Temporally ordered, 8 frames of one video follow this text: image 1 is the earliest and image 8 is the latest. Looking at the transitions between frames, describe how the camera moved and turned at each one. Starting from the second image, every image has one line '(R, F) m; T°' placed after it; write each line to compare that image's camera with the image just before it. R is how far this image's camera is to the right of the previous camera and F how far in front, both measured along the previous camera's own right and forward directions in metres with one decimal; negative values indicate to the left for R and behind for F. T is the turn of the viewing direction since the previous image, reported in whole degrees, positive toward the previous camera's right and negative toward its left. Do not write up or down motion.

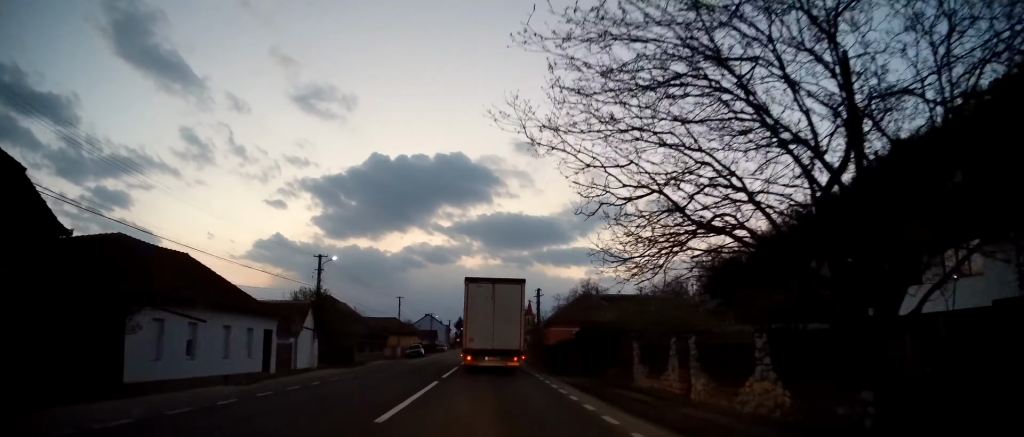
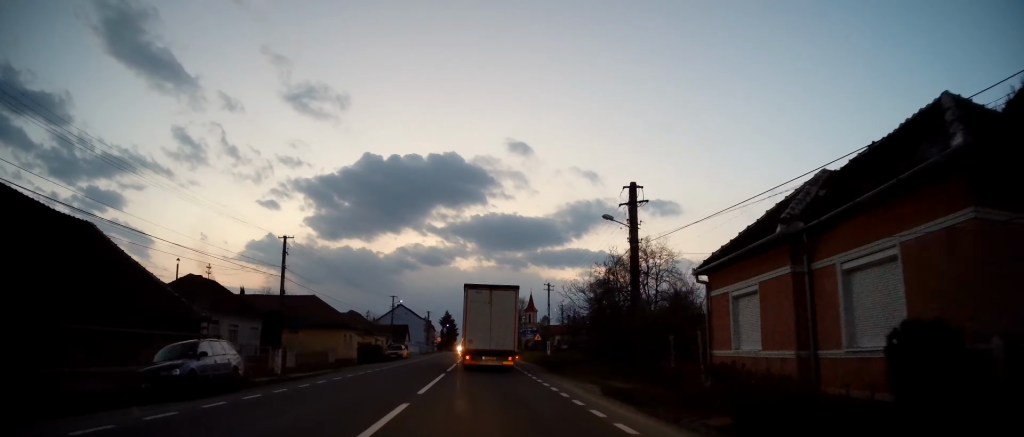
(0.0, +43.8) m; -1°
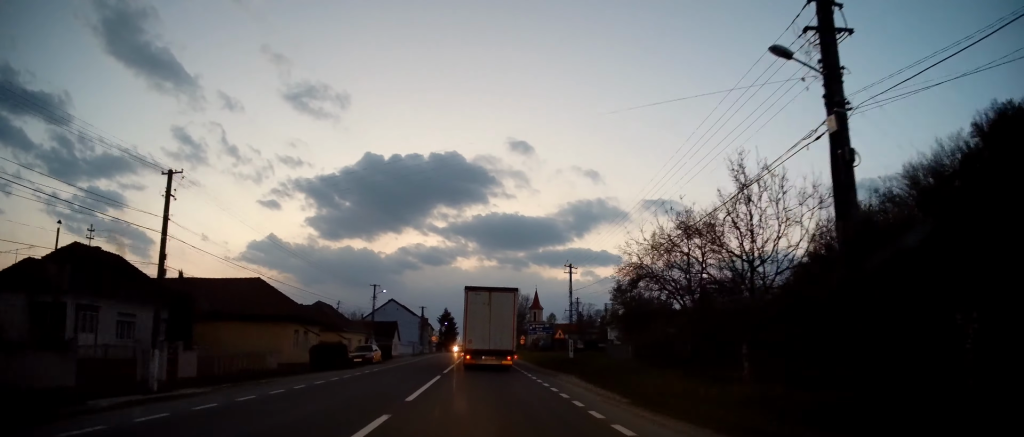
(-0.1, +13.8) m; 0°
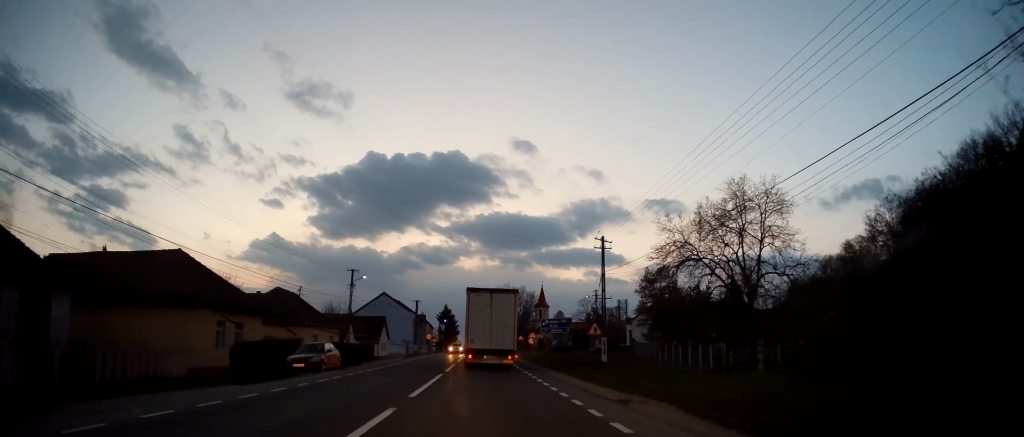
(-0.1, +11.4) m; 0°
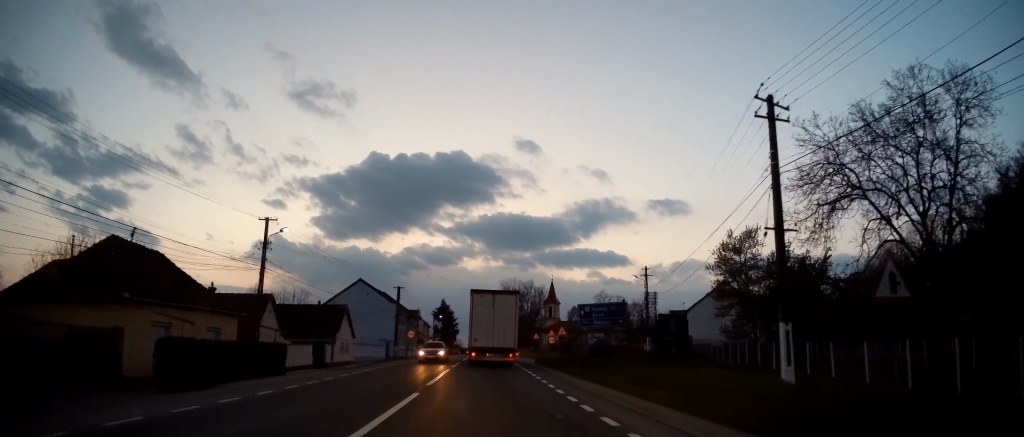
(+0.3, +20.3) m; +1°
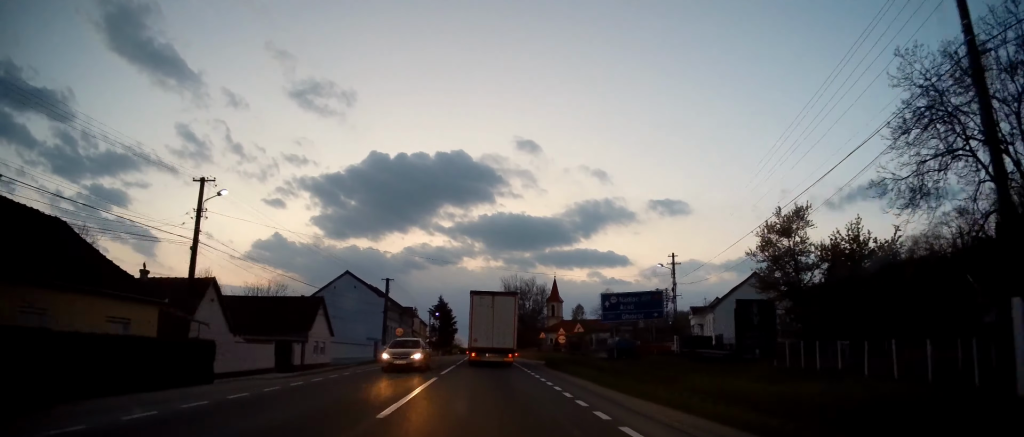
(+0.1, +7.2) m; 0°
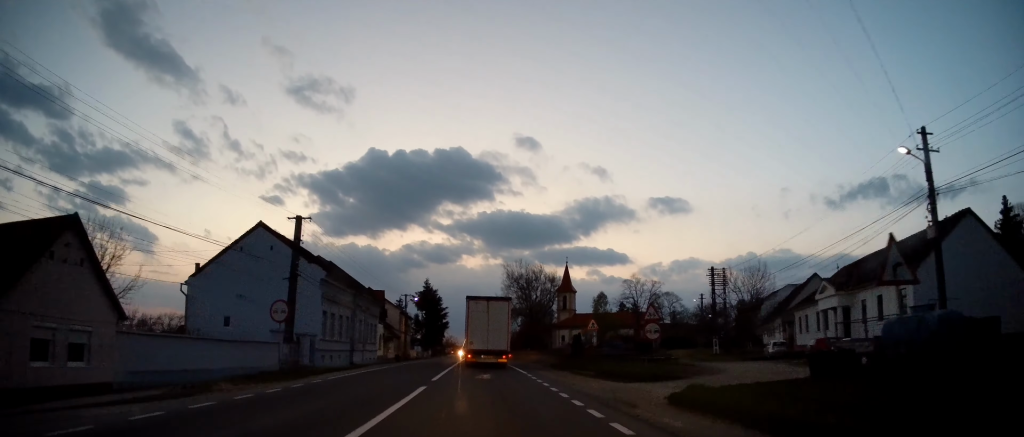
(-0.2, +26.5) m; -1°
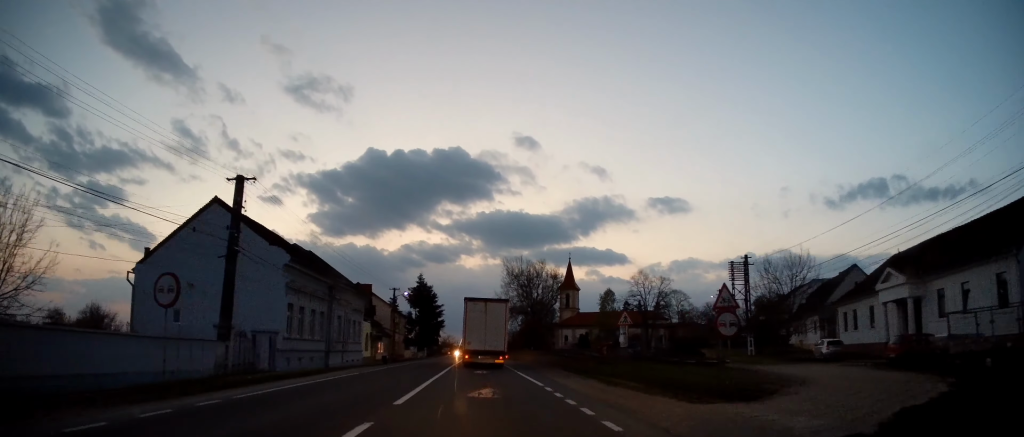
(0.0, +7.2) m; 0°
